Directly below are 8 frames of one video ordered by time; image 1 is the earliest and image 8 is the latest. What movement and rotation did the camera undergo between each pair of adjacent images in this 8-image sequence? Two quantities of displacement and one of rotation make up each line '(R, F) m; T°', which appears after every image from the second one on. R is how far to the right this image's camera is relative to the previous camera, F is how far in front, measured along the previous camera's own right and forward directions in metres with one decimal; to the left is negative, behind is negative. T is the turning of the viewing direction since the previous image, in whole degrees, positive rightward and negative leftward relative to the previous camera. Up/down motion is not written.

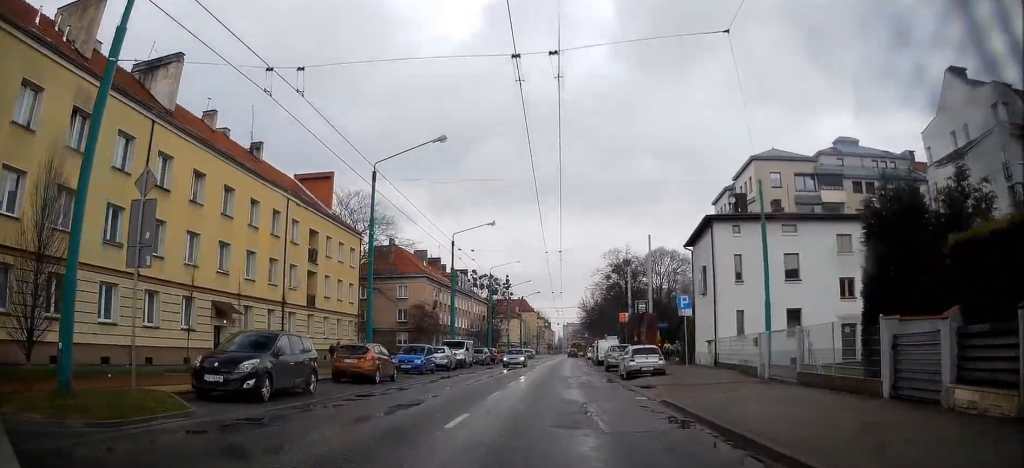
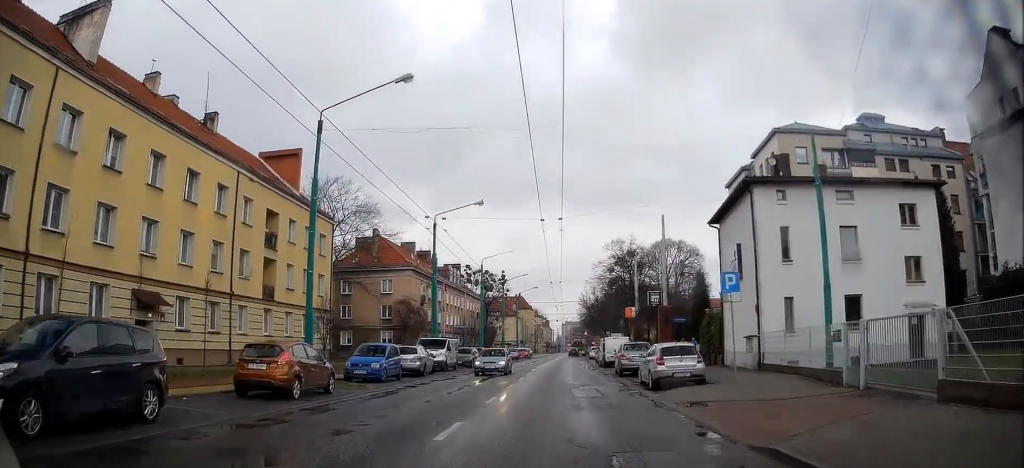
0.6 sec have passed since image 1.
(+0.1, +7.1) m; +1°
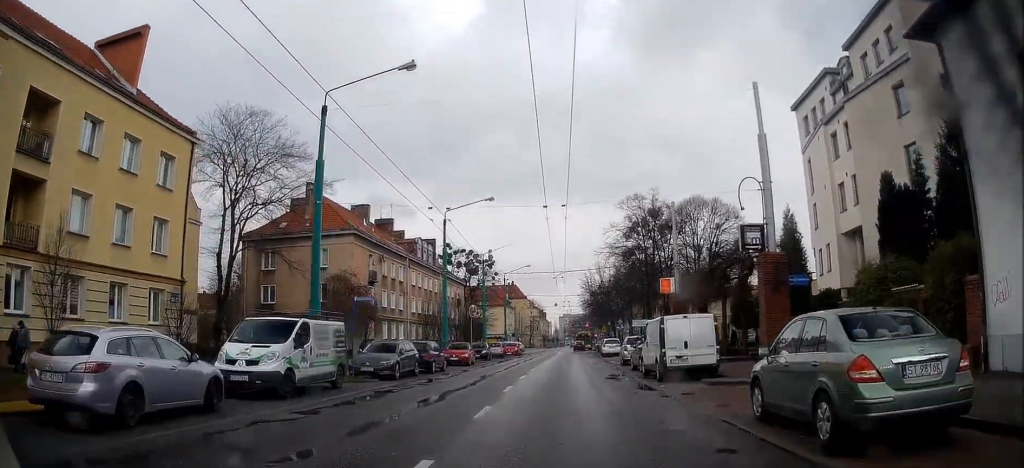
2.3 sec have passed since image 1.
(0.0, +21.9) m; +1°
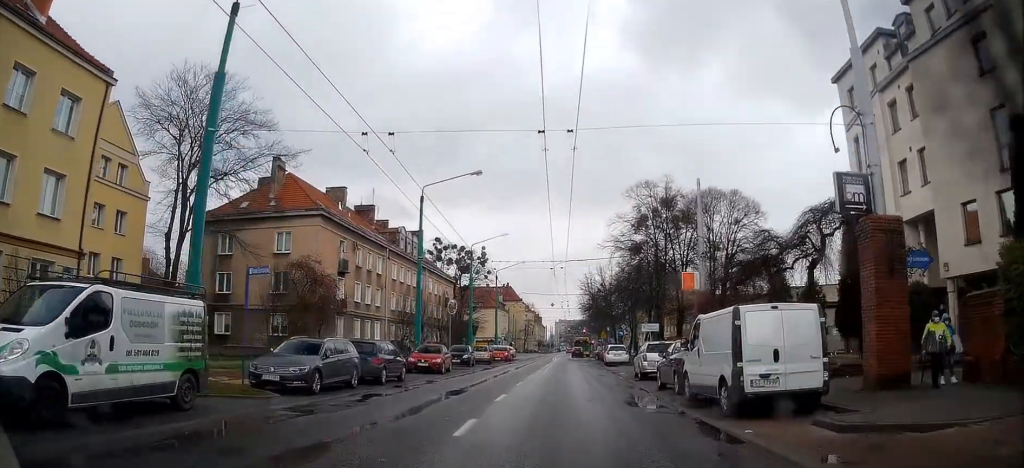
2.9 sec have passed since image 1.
(0.0, +8.0) m; 0°
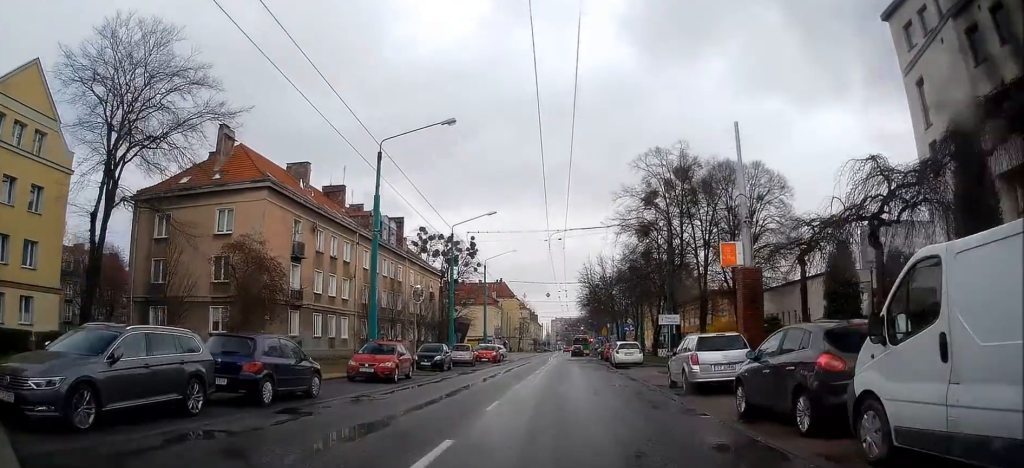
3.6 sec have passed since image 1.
(+0.1, +8.8) m; 0°
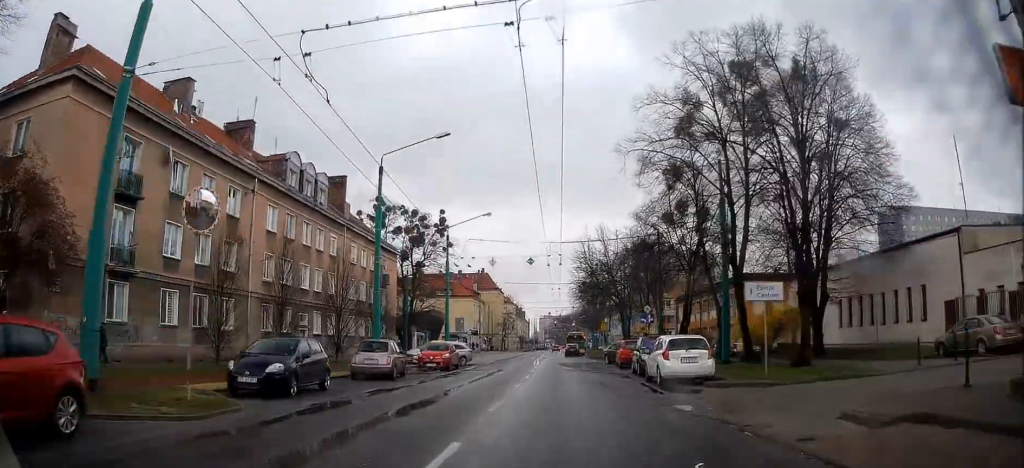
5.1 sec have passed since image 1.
(-0.1, +18.3) m; 0°
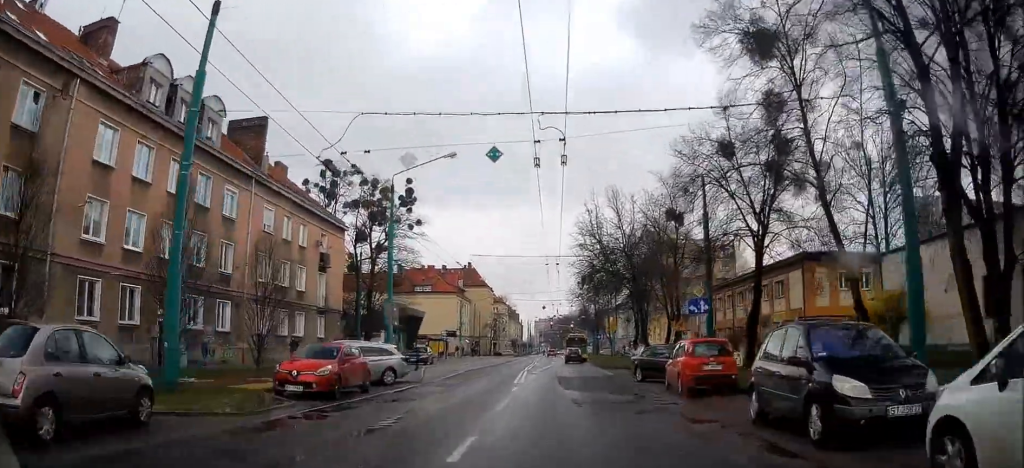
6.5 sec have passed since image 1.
(0.0, +17.3) m; +2°
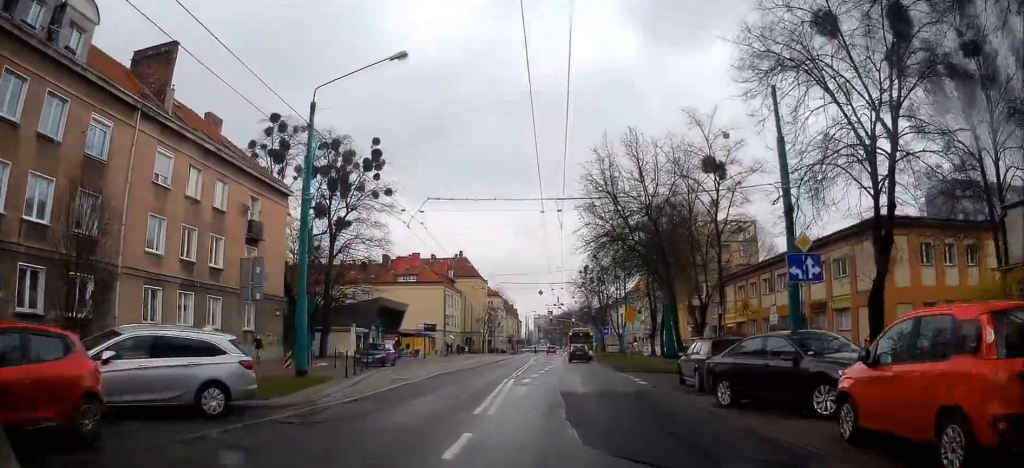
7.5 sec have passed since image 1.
(+0.5, +12.5) m; +1°
